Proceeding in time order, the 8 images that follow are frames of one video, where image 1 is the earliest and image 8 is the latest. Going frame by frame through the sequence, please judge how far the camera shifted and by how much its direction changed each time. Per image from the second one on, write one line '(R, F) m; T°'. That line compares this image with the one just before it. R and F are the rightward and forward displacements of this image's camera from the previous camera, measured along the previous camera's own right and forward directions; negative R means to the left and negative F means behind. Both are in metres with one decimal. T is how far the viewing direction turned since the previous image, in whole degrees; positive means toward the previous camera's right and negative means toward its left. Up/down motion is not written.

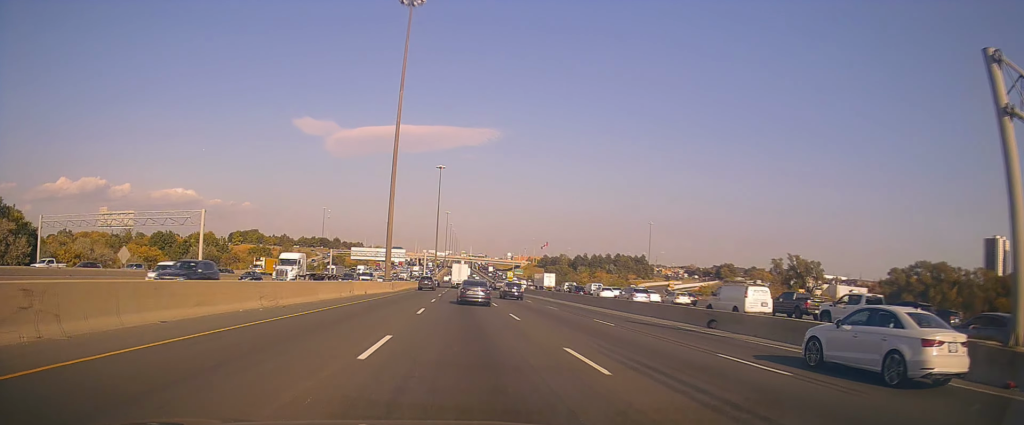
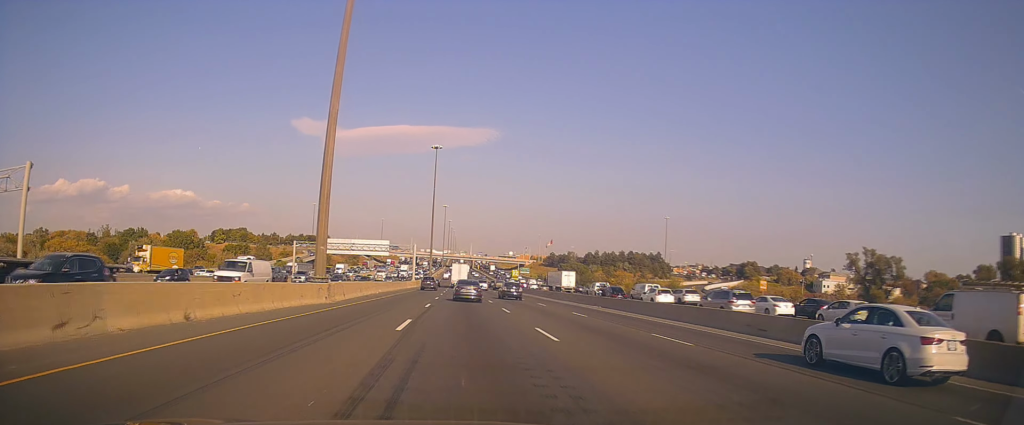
(-0.1, +32.3) m; -1°
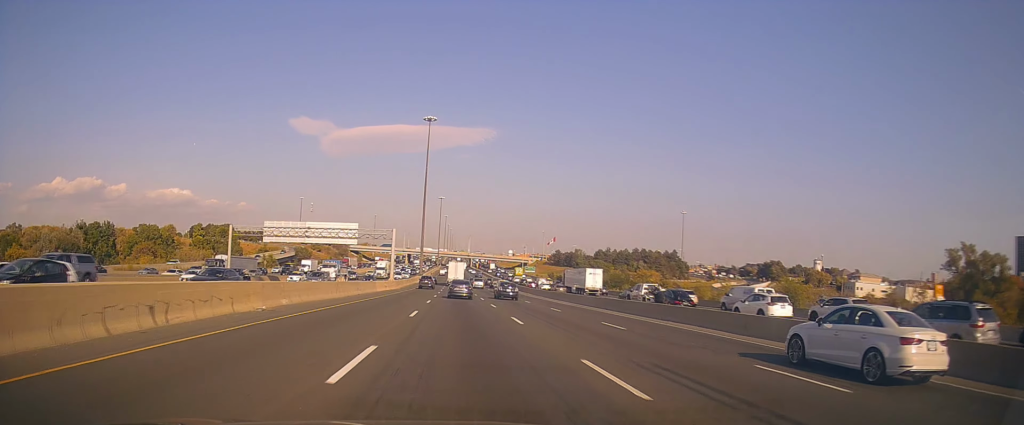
(-0.4, +31.4) m; -1°
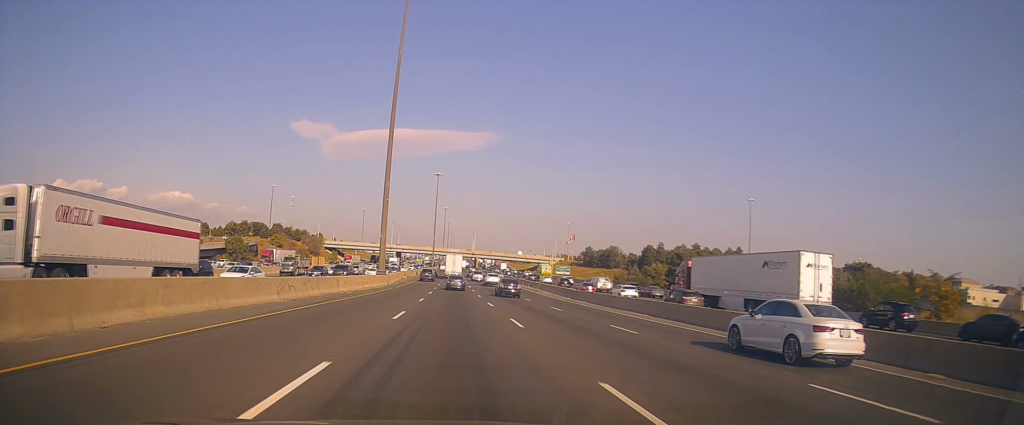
(+1.2, +74.7) m; 0°
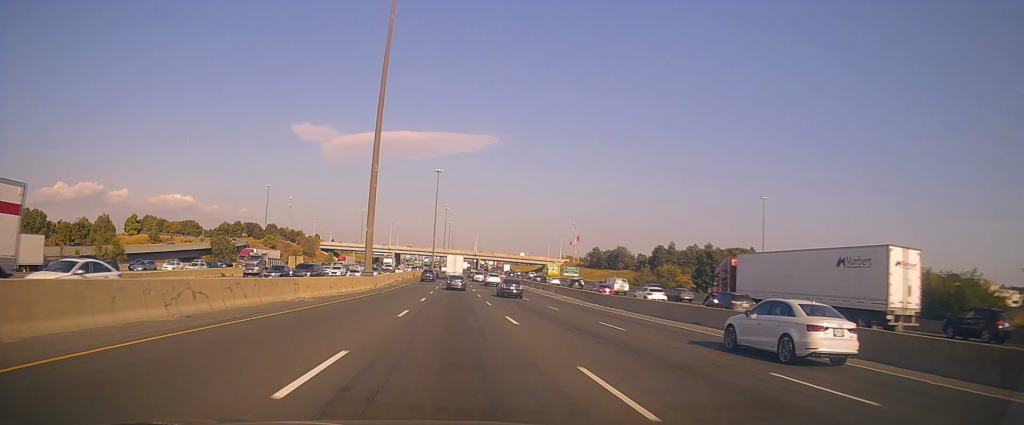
(-0.1, +10.8) m; 0°
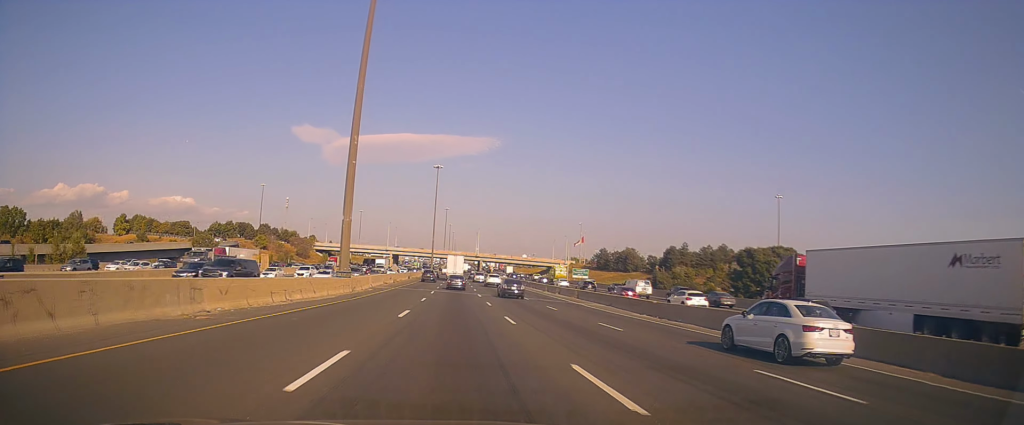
(0.0, +11.8) m; 0°
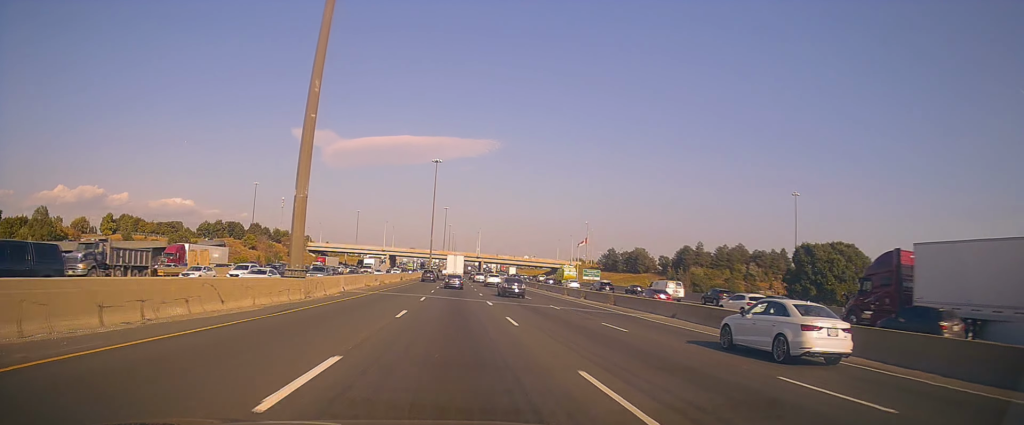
(0.0, +12.8) m; +1°
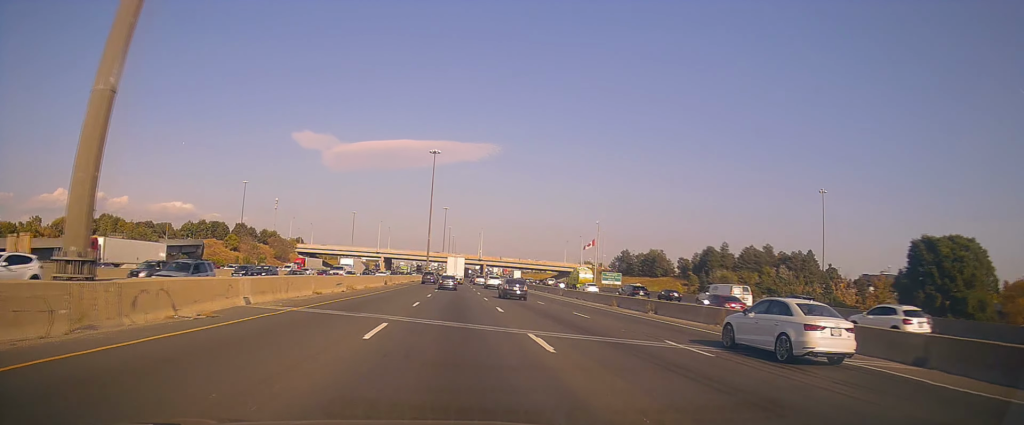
(+0.2, +18.3) m; 0°
